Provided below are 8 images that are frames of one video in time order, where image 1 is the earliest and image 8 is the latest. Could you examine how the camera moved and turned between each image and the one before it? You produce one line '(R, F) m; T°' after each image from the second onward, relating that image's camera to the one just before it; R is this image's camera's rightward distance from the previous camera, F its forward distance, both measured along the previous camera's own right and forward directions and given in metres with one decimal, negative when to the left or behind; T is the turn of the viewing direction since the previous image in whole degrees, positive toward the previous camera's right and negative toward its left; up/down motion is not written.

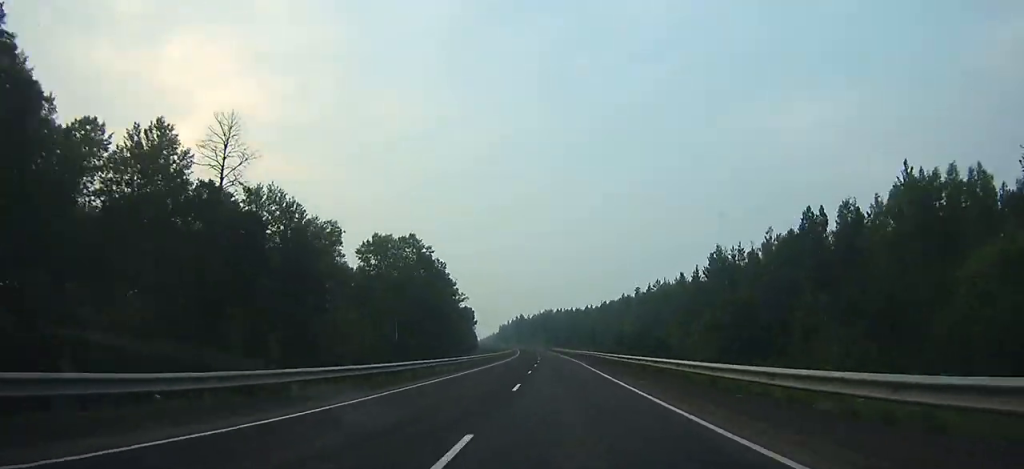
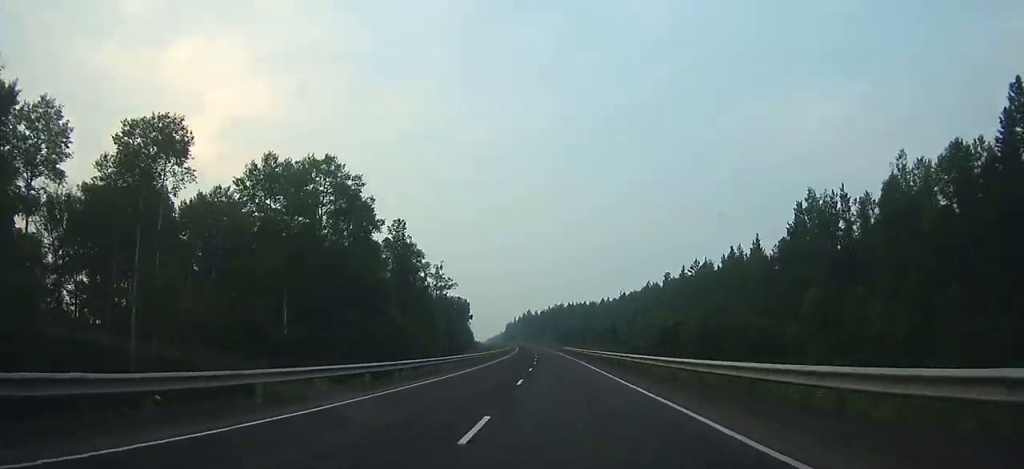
(-0.2, +44.7) m; -1°
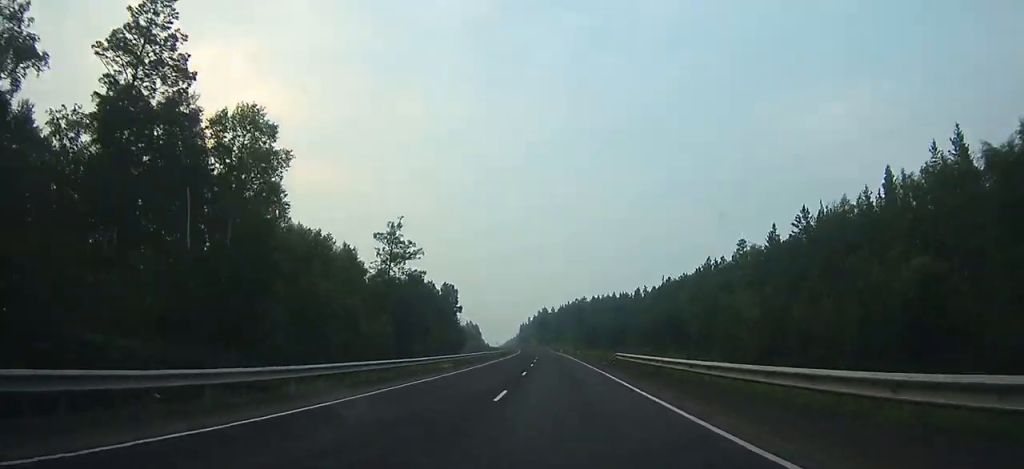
(-1.0, +64.0) m; -2°
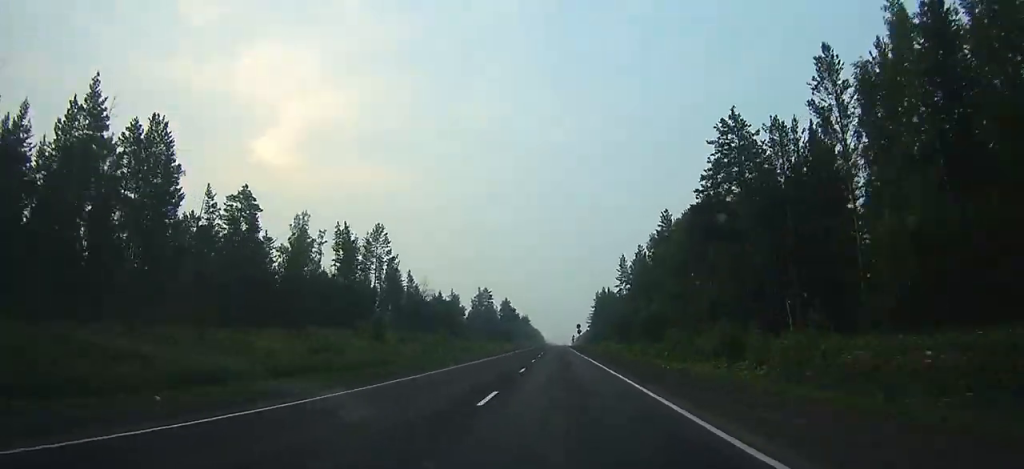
(-17.1, +279.8) m; -7°
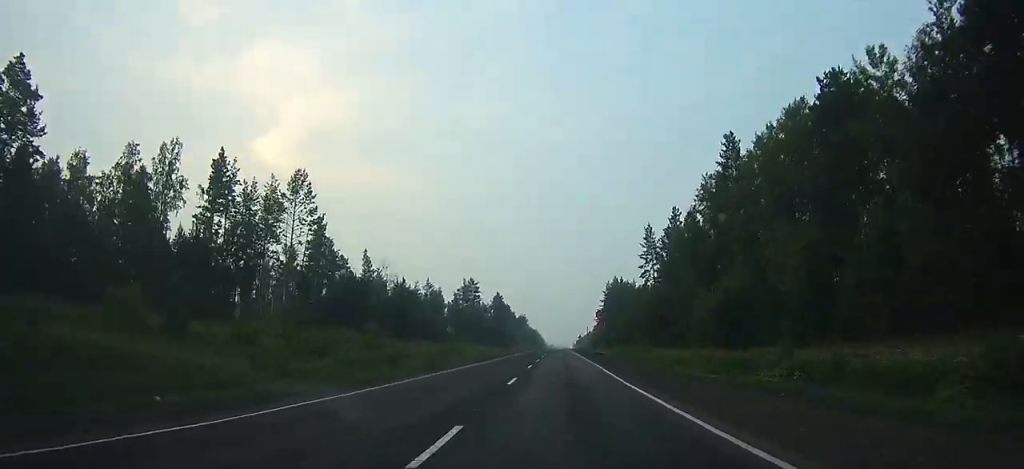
(-0.3, +39.0) m; 0°
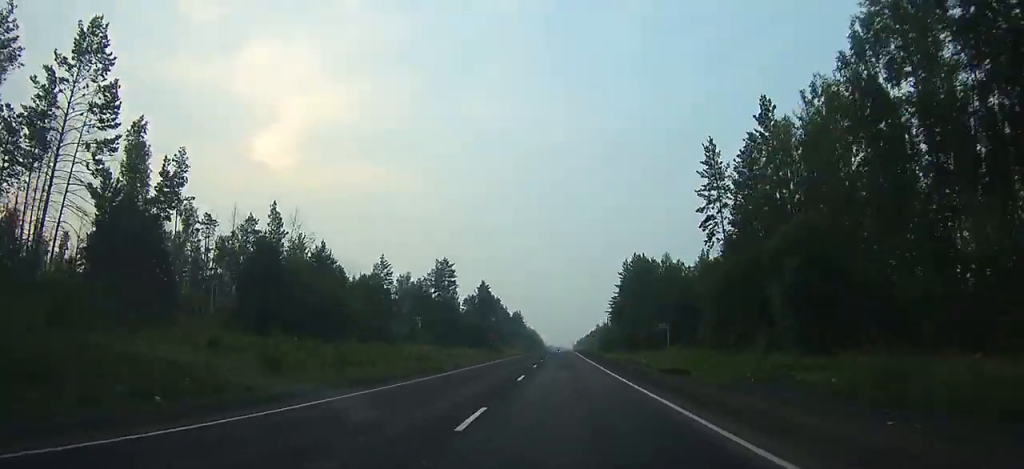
(-0.4, +44.4) m; 0°
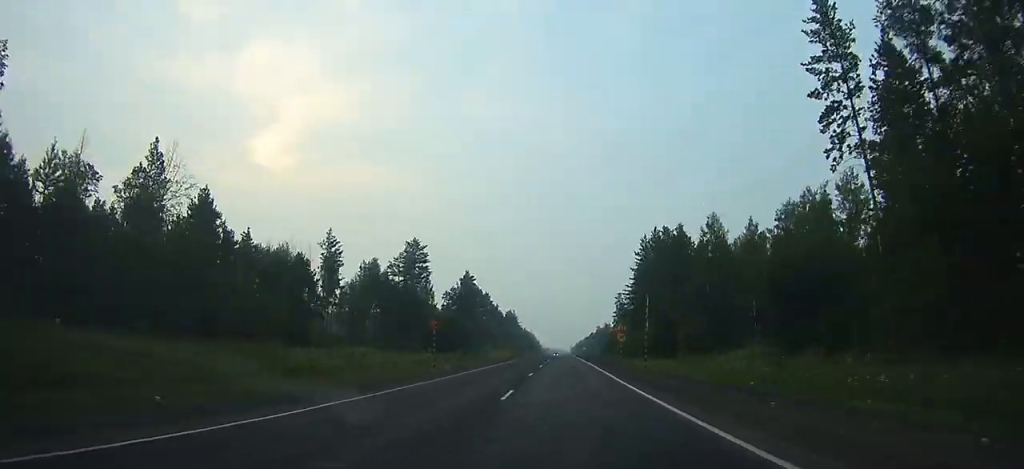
(0.0, +32.0) m; 0°
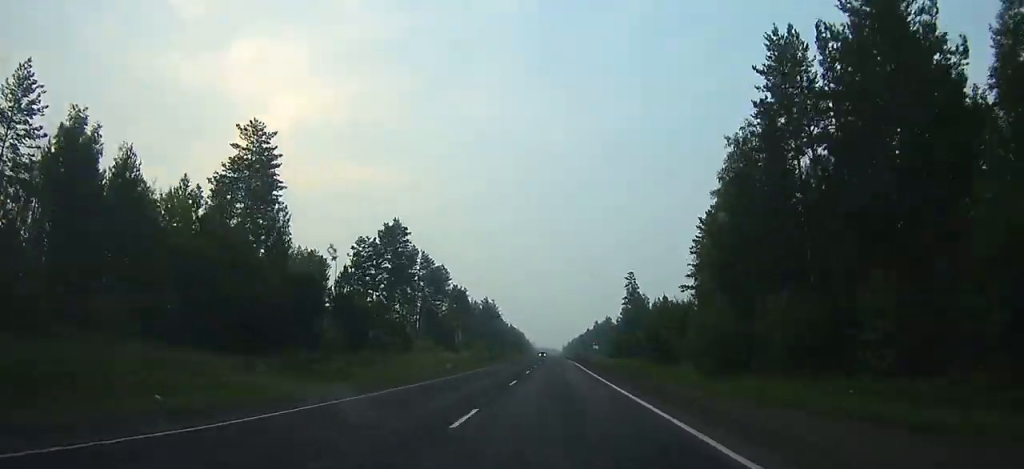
(+0.4, +65.8) m; +1°
